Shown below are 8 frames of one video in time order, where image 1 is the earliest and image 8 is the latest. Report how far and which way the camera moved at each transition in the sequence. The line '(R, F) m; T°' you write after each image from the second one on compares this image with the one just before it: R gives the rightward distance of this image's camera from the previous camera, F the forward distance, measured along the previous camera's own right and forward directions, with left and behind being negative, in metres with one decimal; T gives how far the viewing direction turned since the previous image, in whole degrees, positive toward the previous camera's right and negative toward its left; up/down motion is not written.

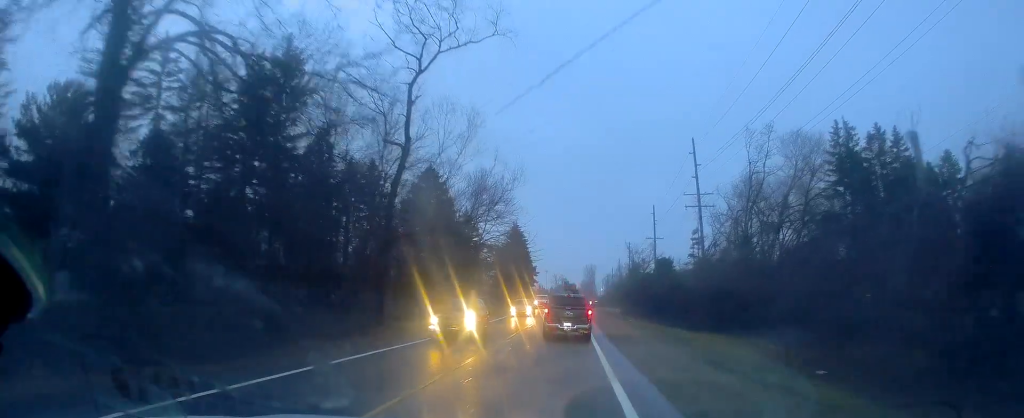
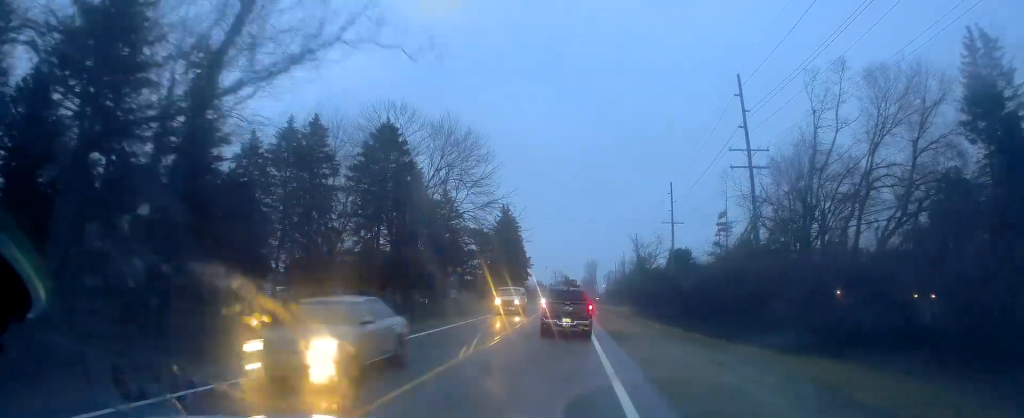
(-0.2, +18.7) m; -1°
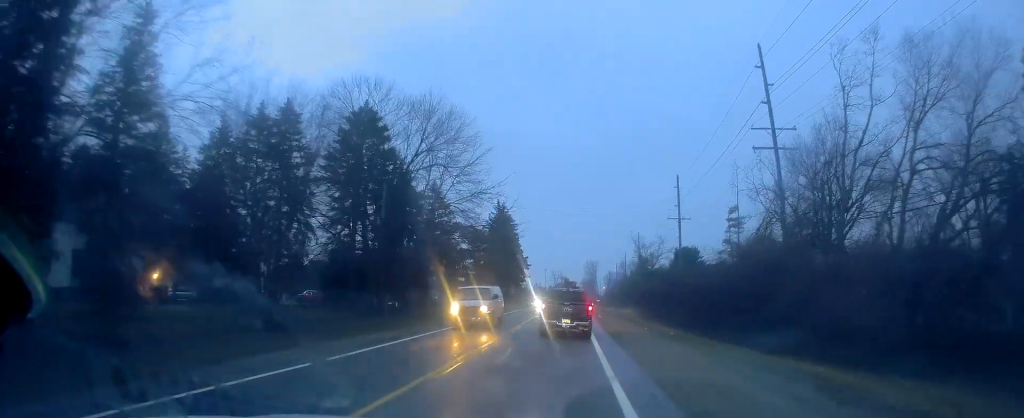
(+0.3, +6.5) m; -1°
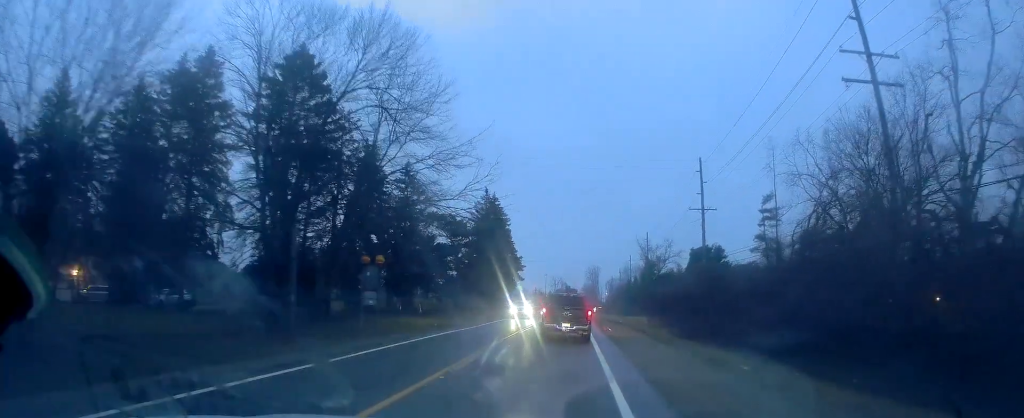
(-0.7, +14.1) m; -1°
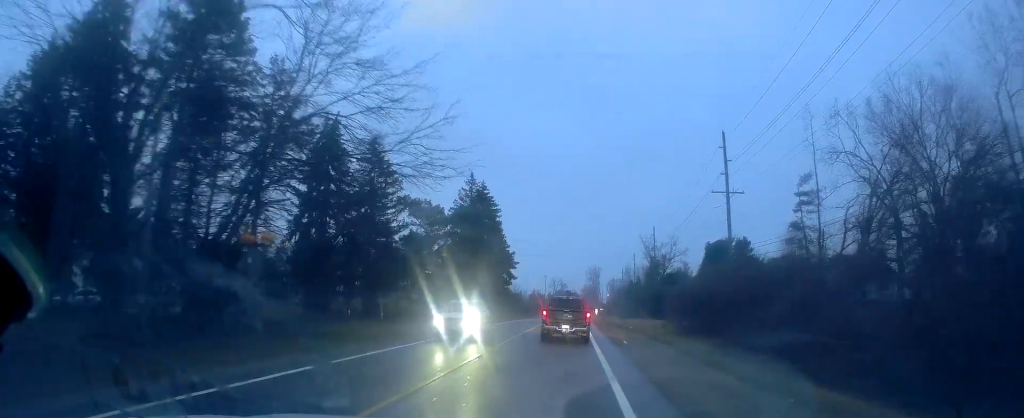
(+0.7, +10.7) m; +4°
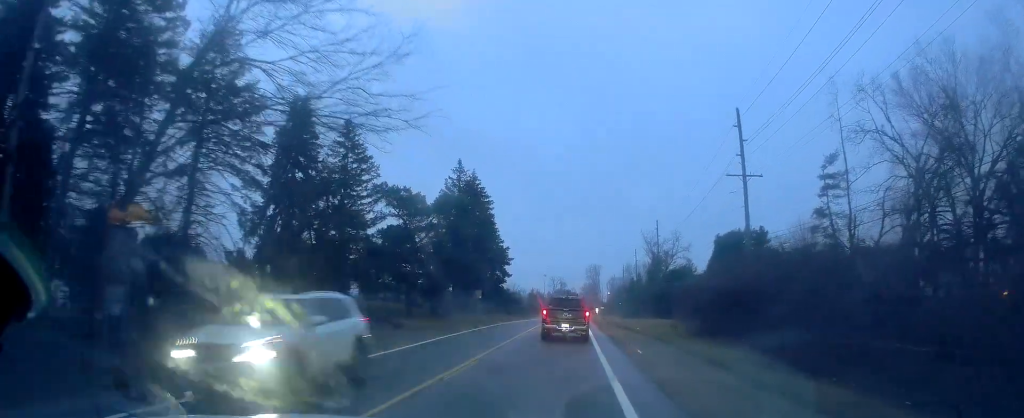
(0.0, +5.9) m; -2°
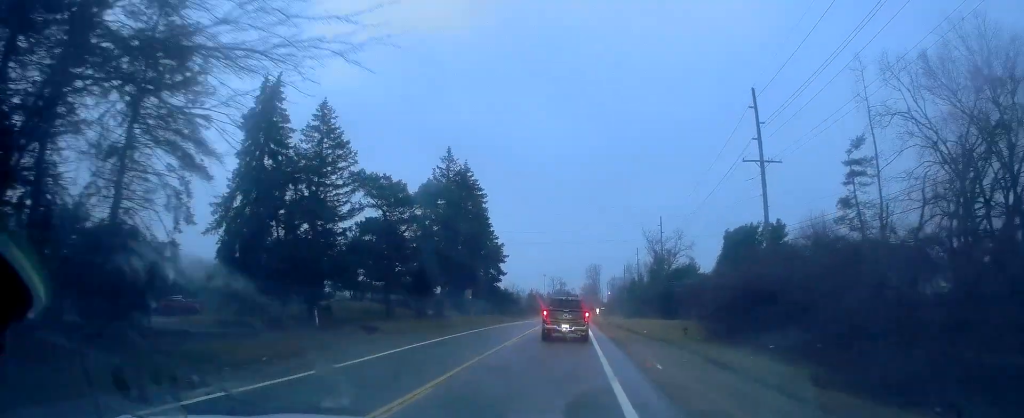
(+0.2, +4.8) m; -2°
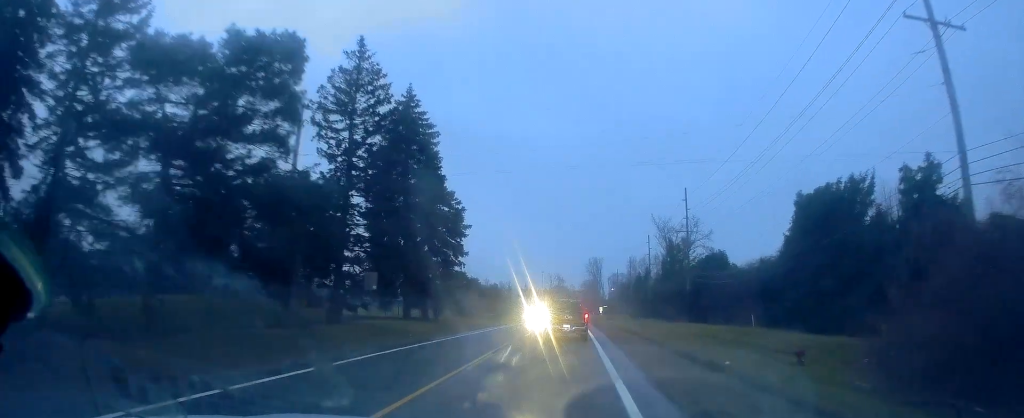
(-0.1, +22.7) m; +3°
